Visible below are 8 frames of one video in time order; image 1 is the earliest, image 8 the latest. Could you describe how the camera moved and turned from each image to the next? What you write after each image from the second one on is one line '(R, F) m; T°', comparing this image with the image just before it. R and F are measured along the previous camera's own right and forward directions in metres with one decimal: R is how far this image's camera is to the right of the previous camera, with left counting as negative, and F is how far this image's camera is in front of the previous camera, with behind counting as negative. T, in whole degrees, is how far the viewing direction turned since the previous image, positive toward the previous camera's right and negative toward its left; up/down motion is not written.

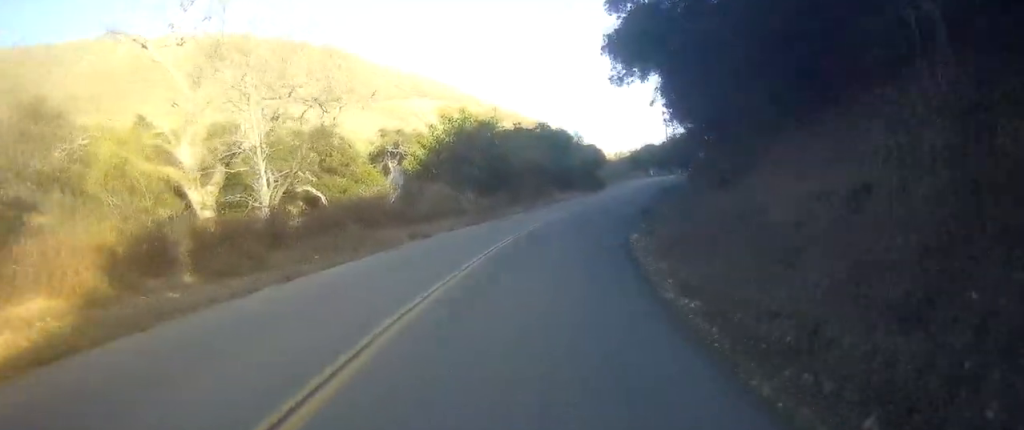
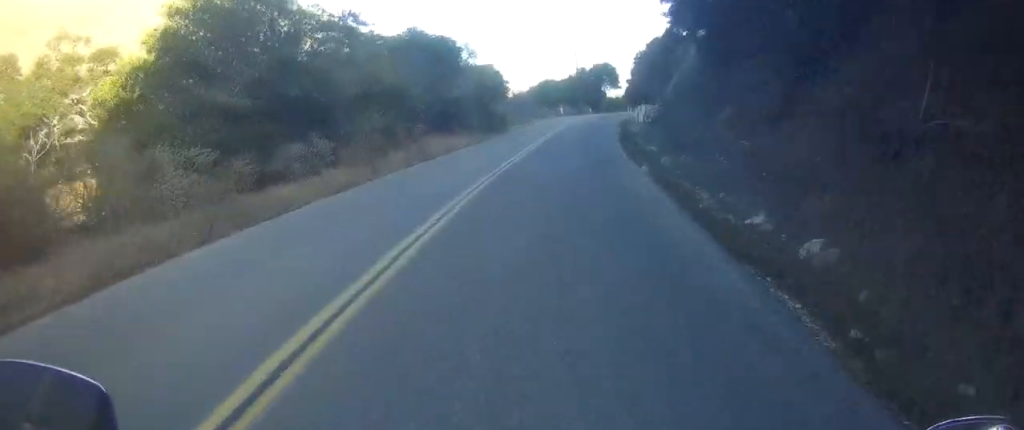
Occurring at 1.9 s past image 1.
(+3.7, +20.1) m; +16°
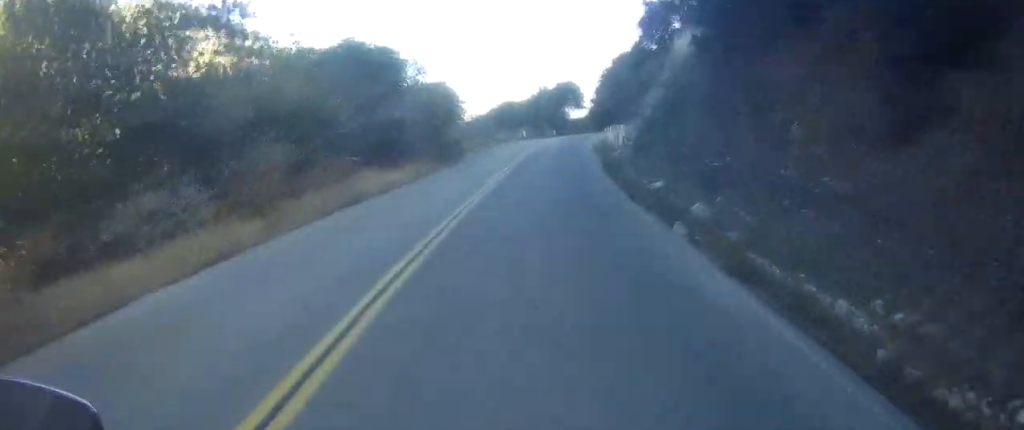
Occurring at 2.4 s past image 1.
(+0.1, +6.2) m; +2°
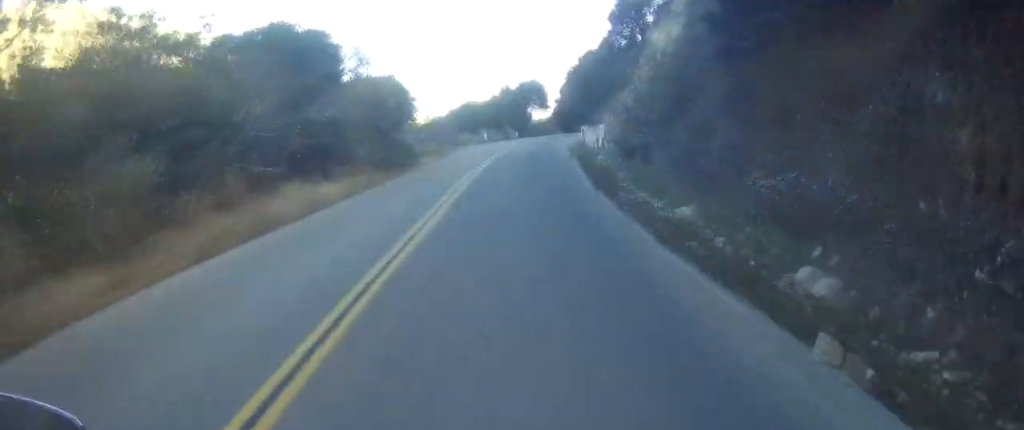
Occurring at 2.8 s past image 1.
(+0.3, +5.7) m; -1°
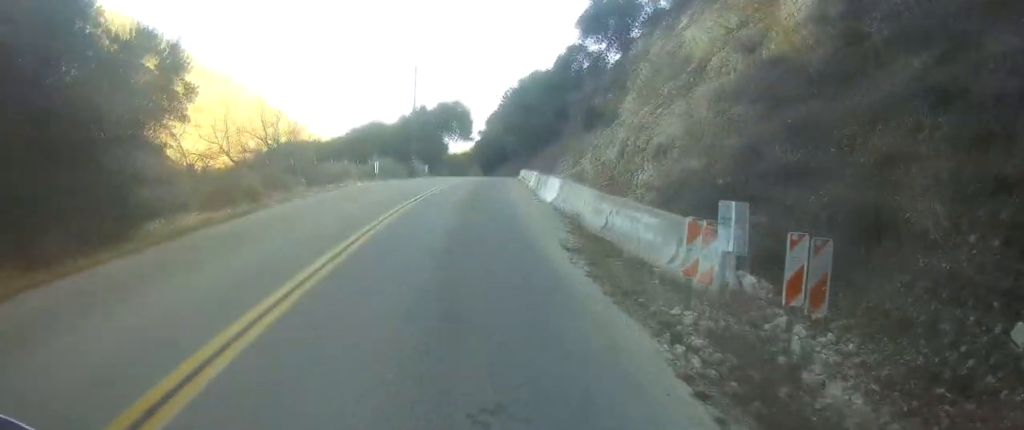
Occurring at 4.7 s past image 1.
(-1.1, +24.0) m; -3°
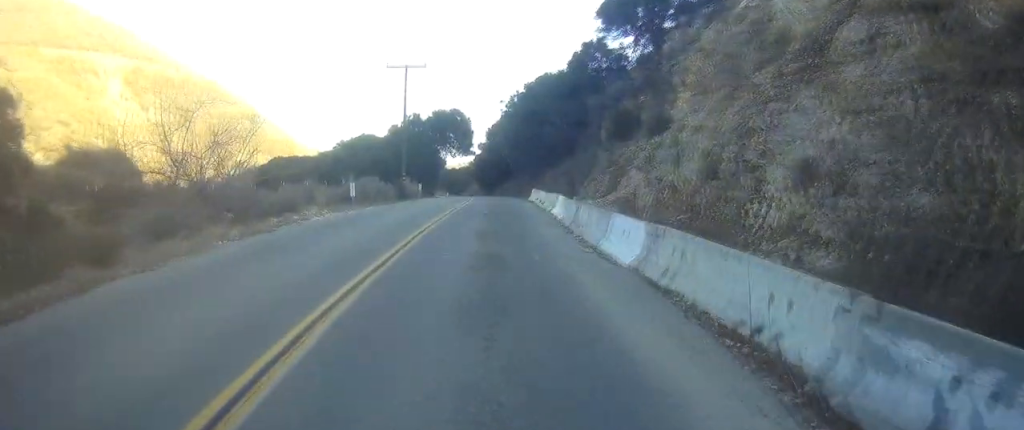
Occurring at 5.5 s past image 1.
(+0.1, +9.6) m; +1°
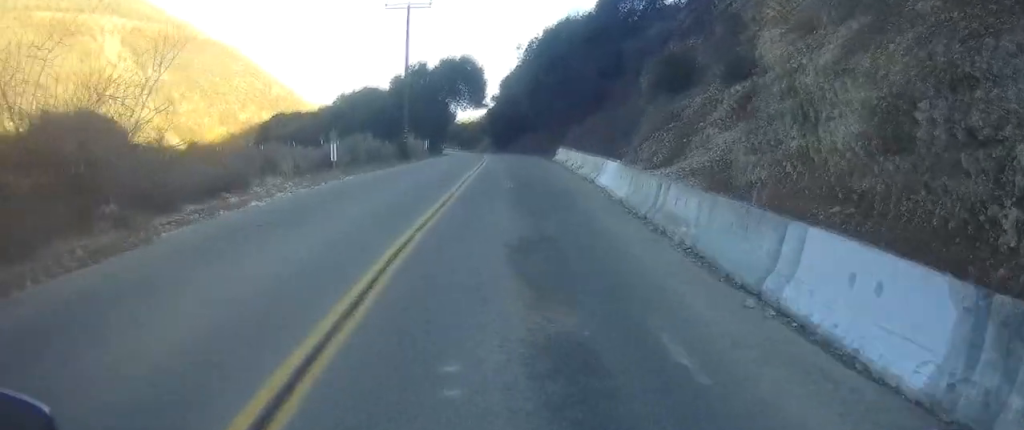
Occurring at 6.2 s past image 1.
(+0.1, +7.8) m; 0°
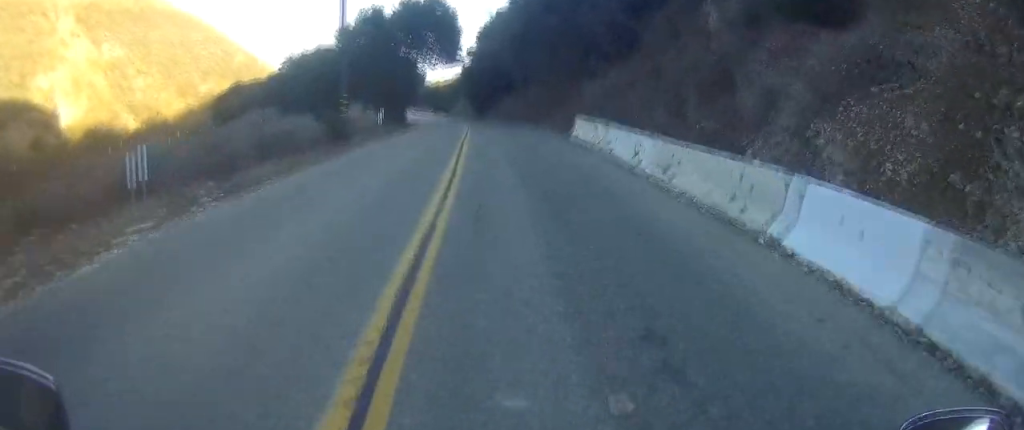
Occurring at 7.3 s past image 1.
(0.0, +14.9) m; +4°
